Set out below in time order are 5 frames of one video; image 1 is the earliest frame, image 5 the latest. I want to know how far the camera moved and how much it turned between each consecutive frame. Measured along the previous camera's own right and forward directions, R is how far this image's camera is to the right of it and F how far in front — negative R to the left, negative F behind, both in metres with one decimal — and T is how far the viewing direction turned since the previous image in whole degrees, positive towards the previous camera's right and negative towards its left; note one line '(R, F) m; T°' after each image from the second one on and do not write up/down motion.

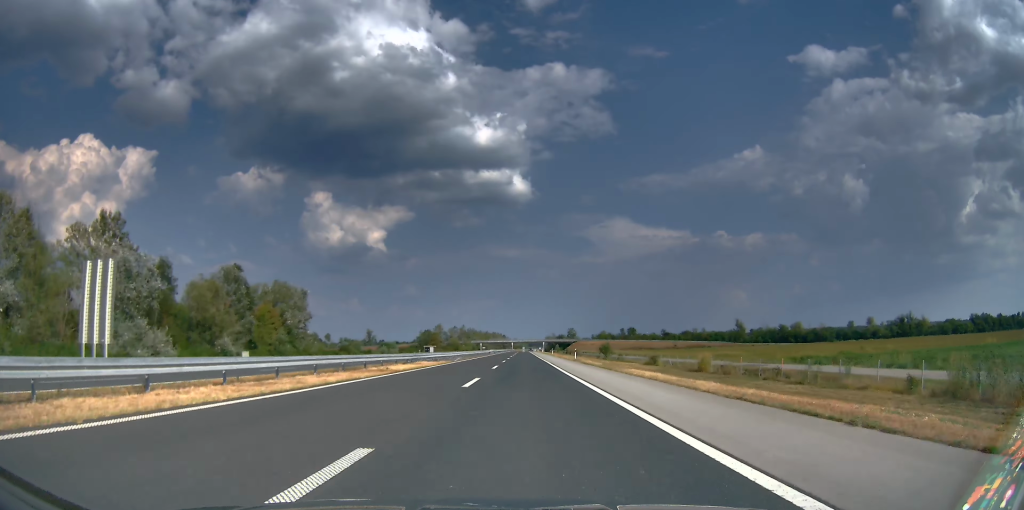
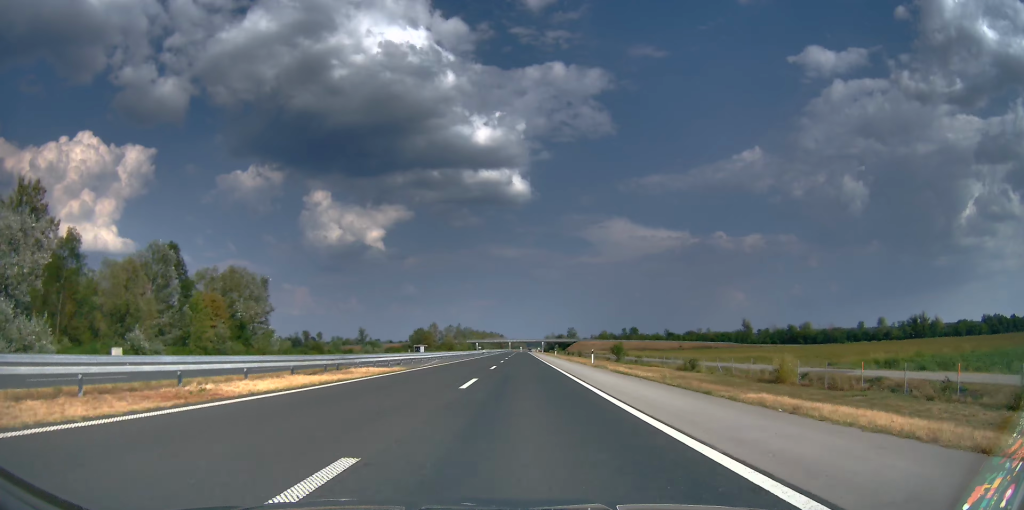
(0.0, +17.5) m; 0°
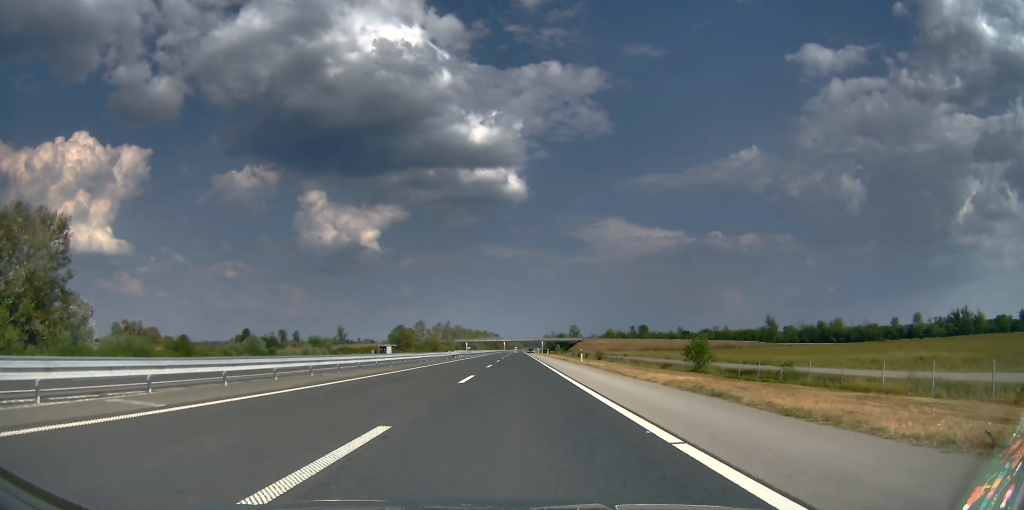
(-0.1, +44.0) m; +1°
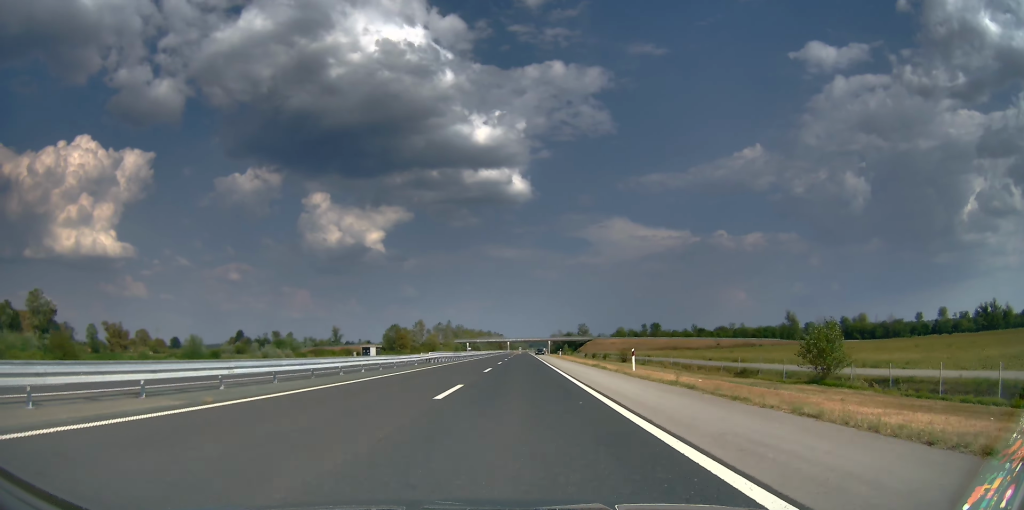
(+0.1, +19.9) m; 0°
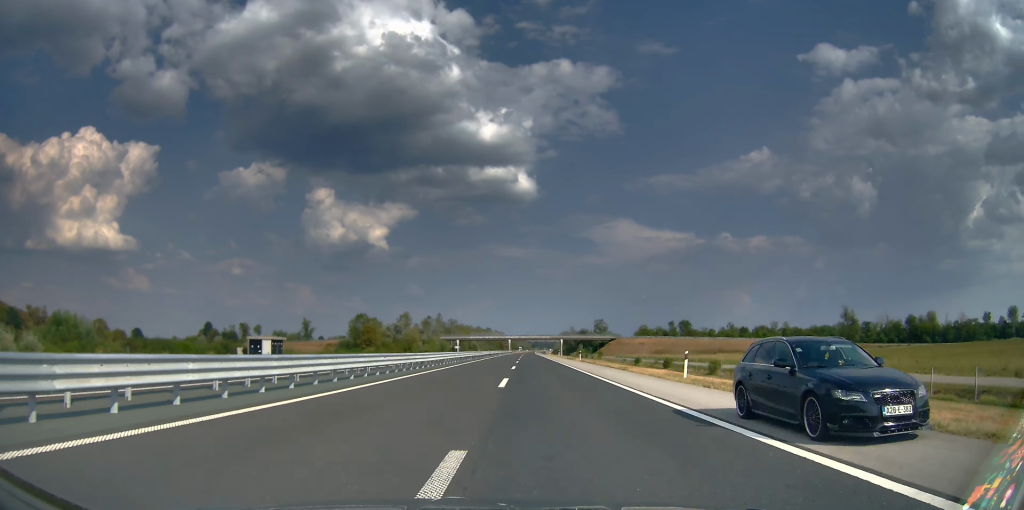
(-0.2, +58.8) m; 0°
